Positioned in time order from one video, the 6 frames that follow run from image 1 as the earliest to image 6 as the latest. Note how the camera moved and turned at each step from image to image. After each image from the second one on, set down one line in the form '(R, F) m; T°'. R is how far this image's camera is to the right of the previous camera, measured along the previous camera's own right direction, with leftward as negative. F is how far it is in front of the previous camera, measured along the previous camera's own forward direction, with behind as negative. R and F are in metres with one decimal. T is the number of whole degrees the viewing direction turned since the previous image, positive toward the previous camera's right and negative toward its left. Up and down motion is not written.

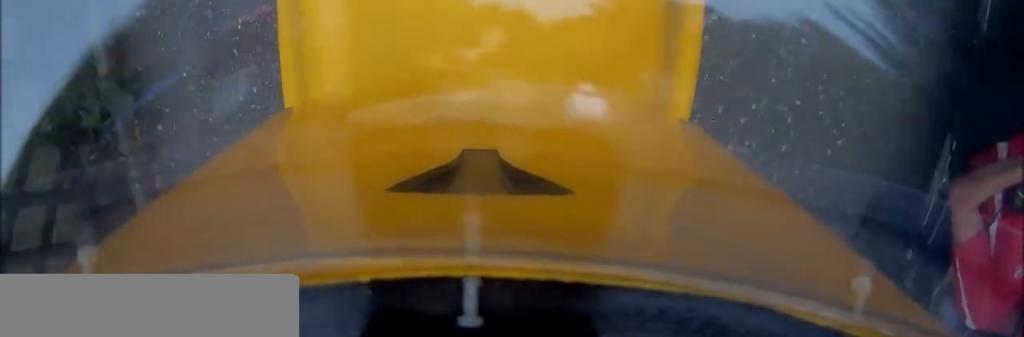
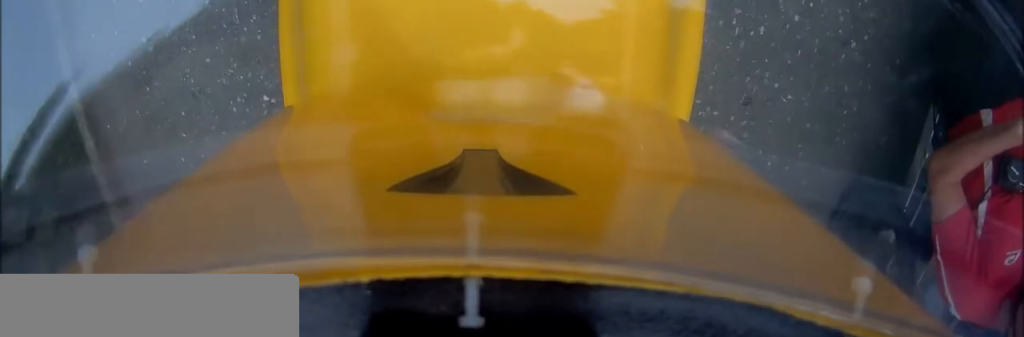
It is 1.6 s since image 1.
(-0.6, +5.9) m; -34°
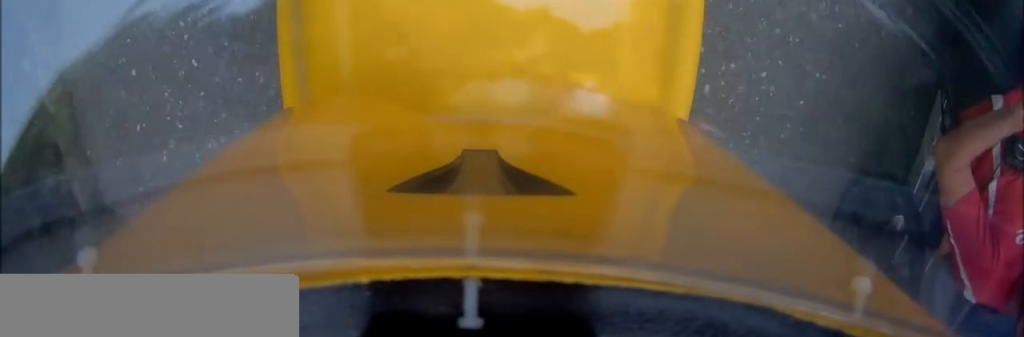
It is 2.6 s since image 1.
(-1.0, +2.8) m; +10°
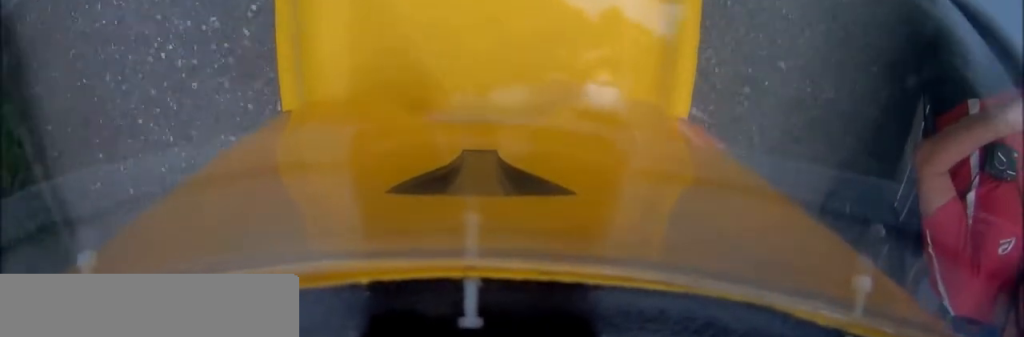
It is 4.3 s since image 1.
(+2.8, +4.9) m; +29°
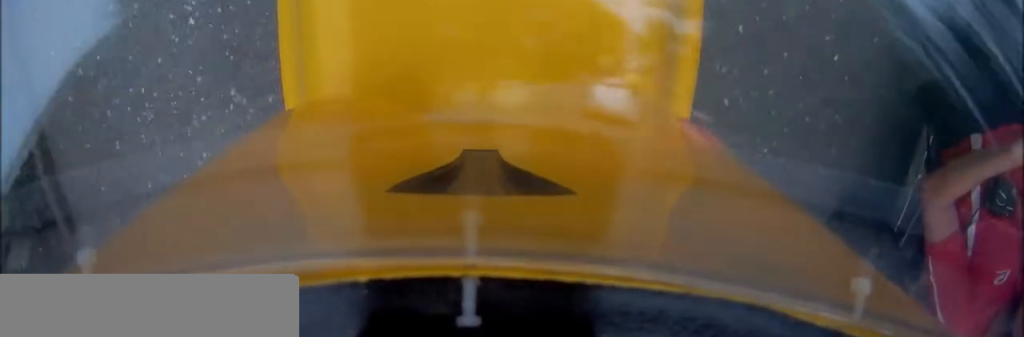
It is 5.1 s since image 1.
(-0.1, +3.0) m; -7°
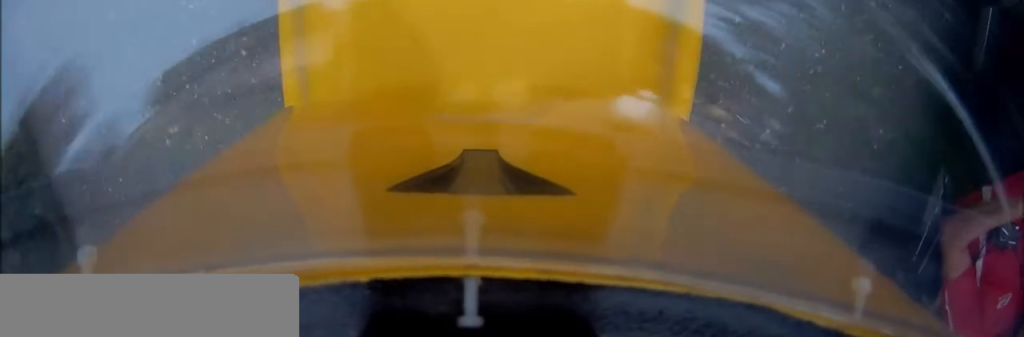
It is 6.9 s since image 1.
(-0.9, +6.8) m; -5°
